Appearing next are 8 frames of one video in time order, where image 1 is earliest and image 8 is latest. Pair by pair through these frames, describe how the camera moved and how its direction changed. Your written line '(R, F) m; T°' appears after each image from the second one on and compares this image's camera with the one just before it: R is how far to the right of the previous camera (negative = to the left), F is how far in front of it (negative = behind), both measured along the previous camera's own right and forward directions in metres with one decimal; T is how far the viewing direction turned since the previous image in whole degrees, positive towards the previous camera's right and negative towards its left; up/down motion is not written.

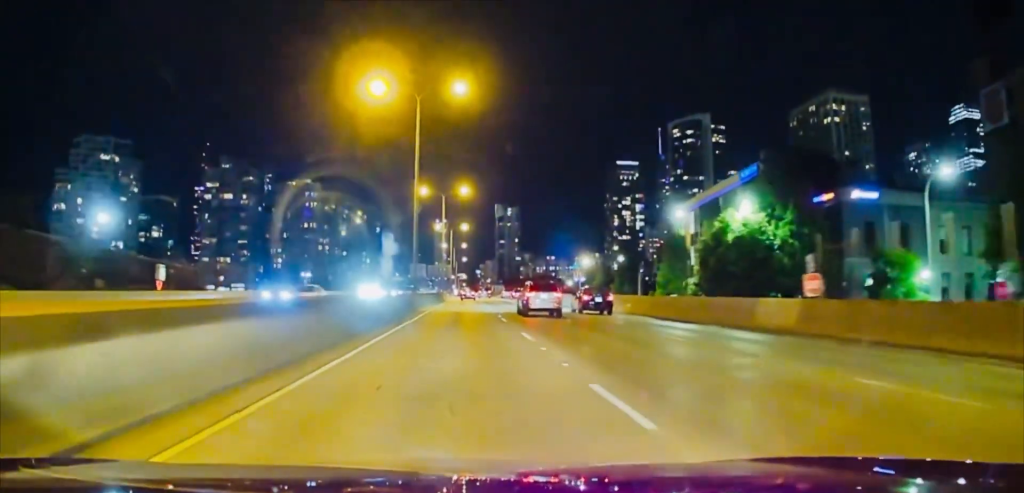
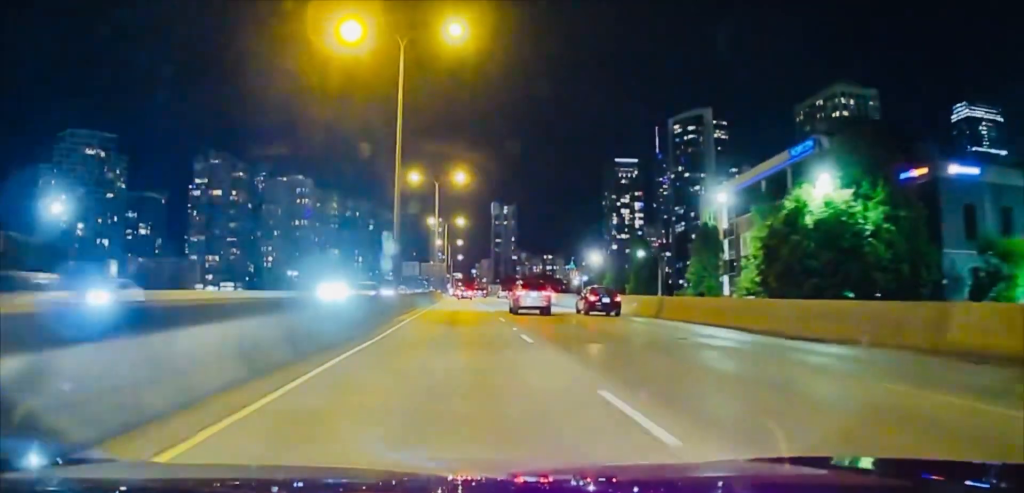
(0.0, +12.8) m; +1°
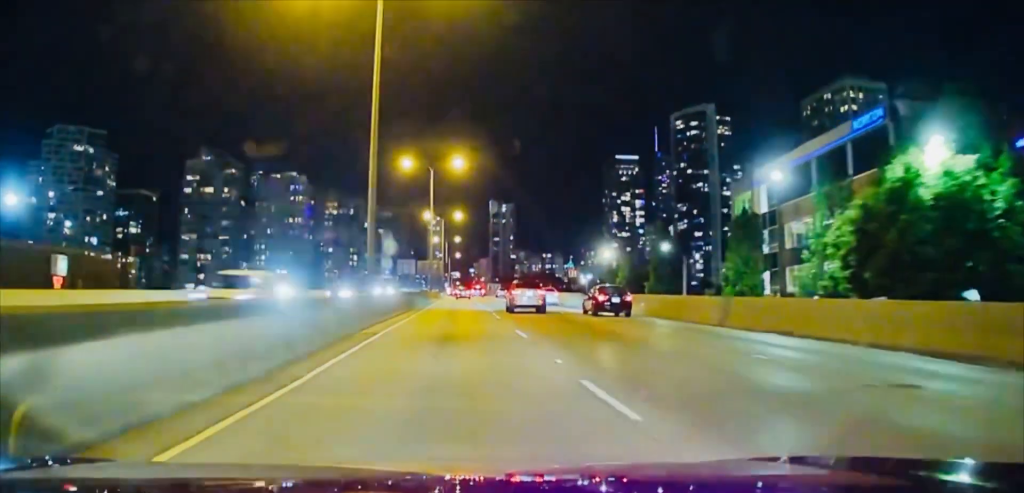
(+0.1, +11.1) m; +1°
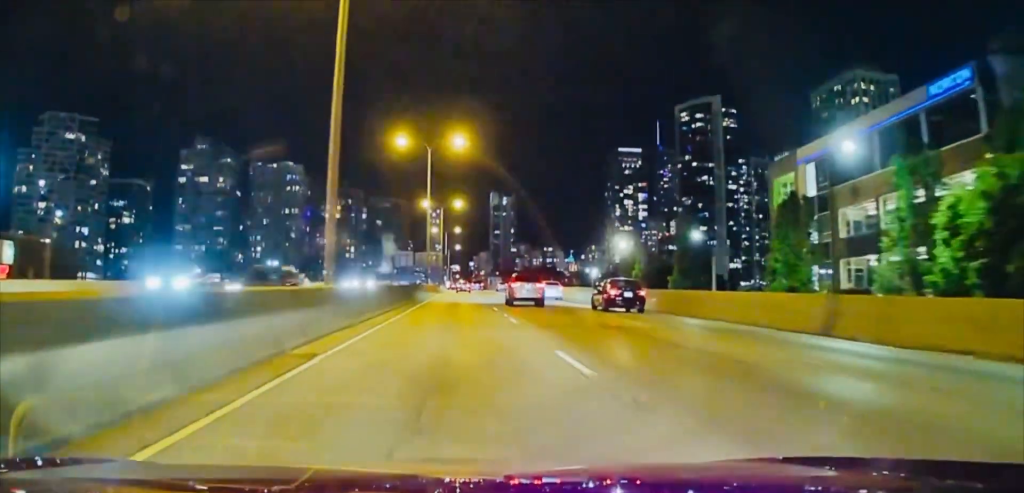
(+0.2, +9.3) m; +1°
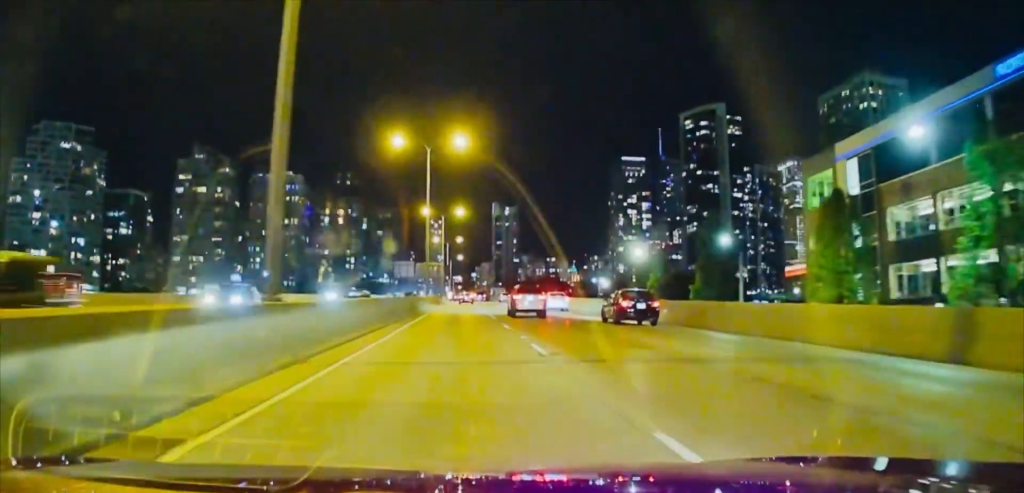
(0.0, +6.2) m; 0°
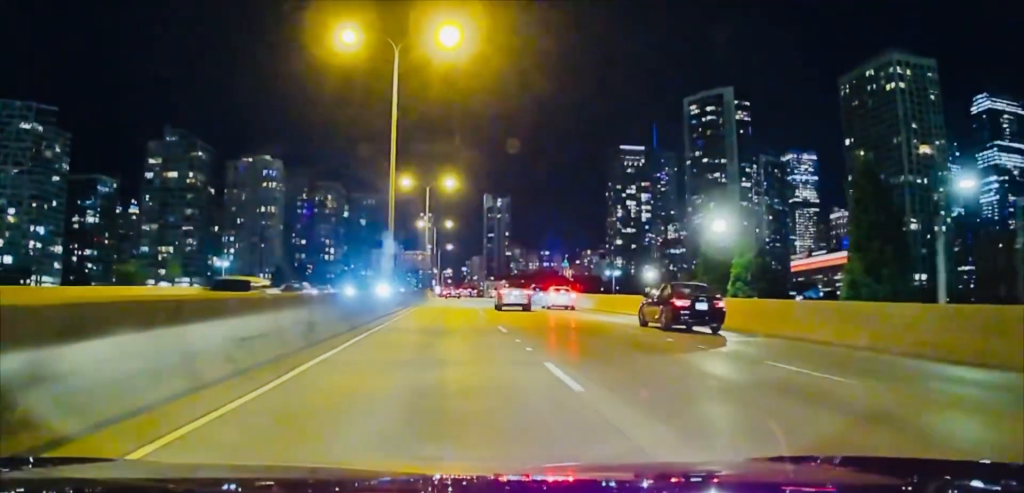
(-0.4, +30.1) m; -2°
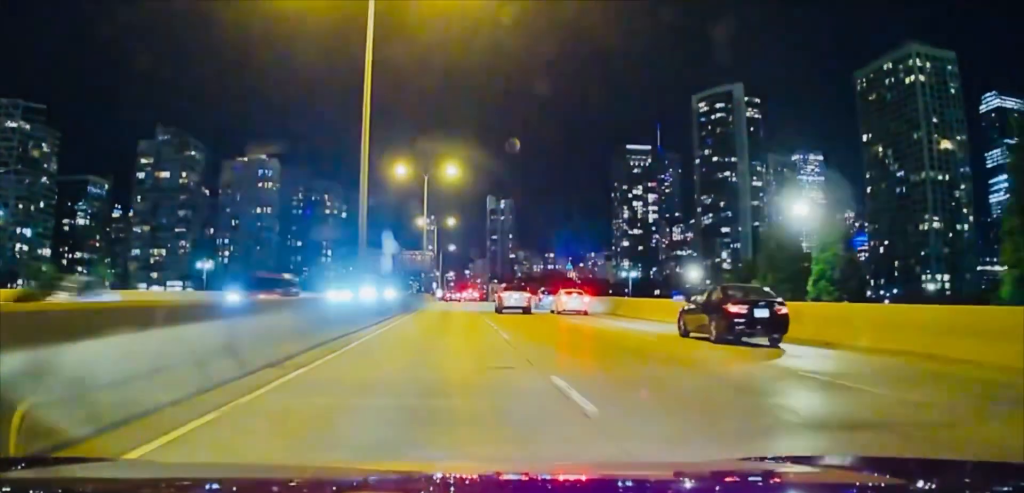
(-0.2, +13.9) m; 0°
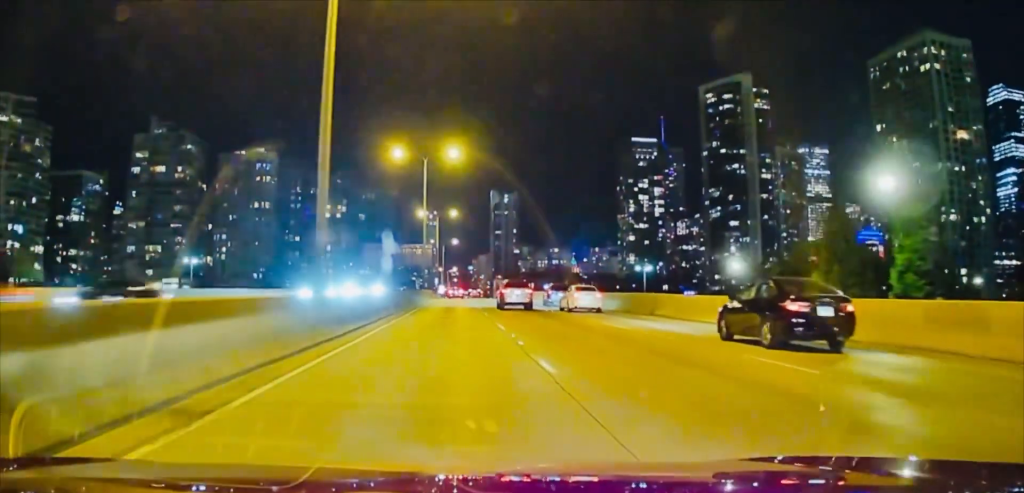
(+0.1, +9.0) m; +1°
